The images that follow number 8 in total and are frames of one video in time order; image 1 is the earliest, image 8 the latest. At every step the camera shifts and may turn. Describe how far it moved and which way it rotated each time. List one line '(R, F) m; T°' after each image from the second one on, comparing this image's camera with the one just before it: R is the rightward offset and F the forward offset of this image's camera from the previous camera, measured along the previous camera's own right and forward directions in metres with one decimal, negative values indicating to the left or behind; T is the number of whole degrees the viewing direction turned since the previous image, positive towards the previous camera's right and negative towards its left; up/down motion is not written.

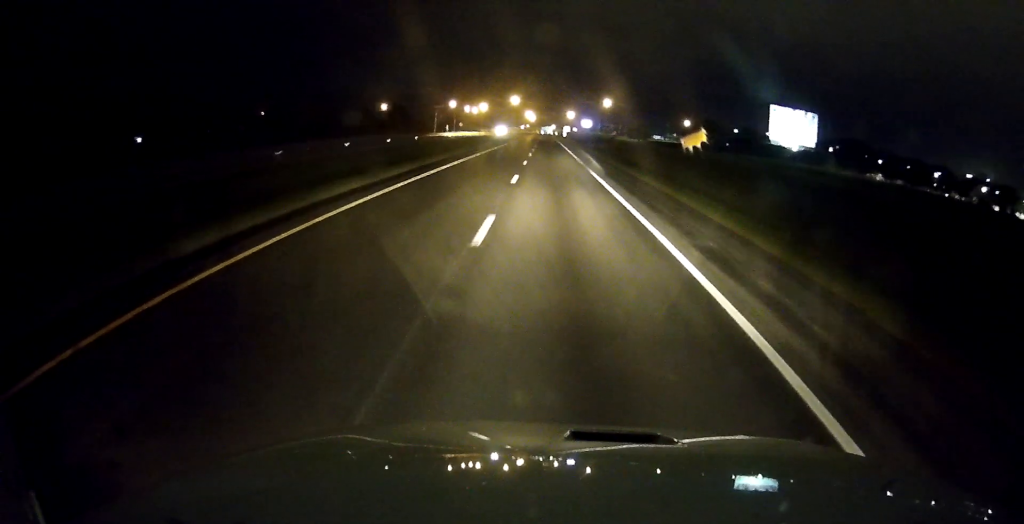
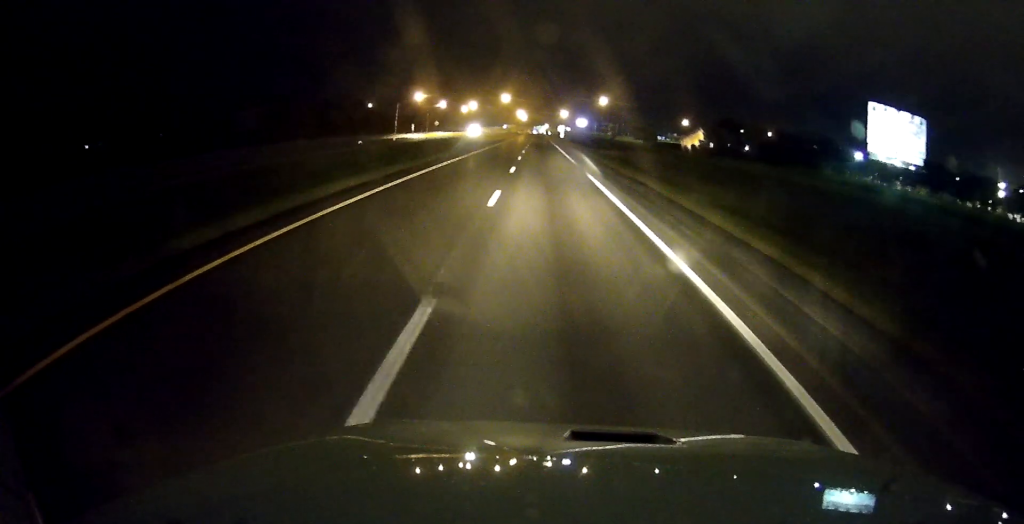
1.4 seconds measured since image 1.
(+0.1, +43.3) m; 0°
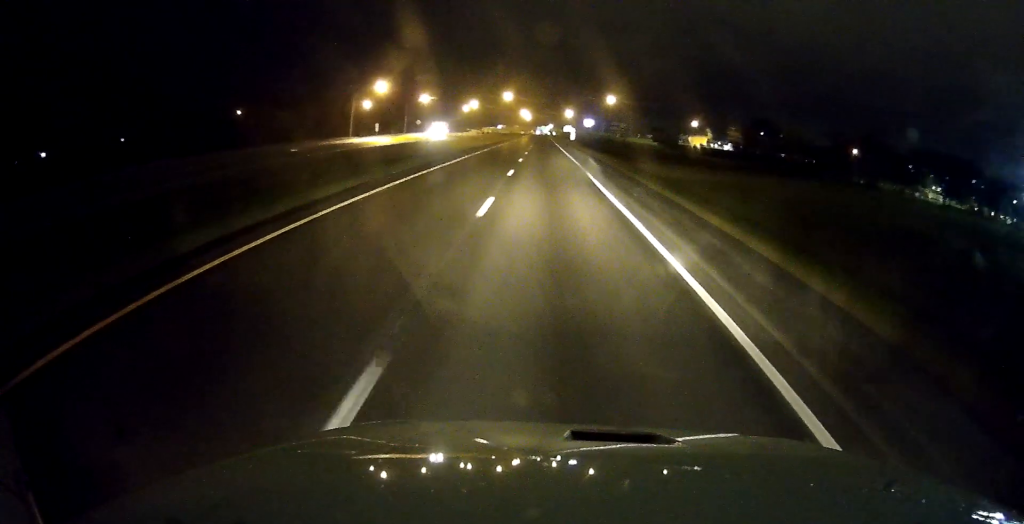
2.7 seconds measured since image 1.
(+0.1, +38.3) m; 0°
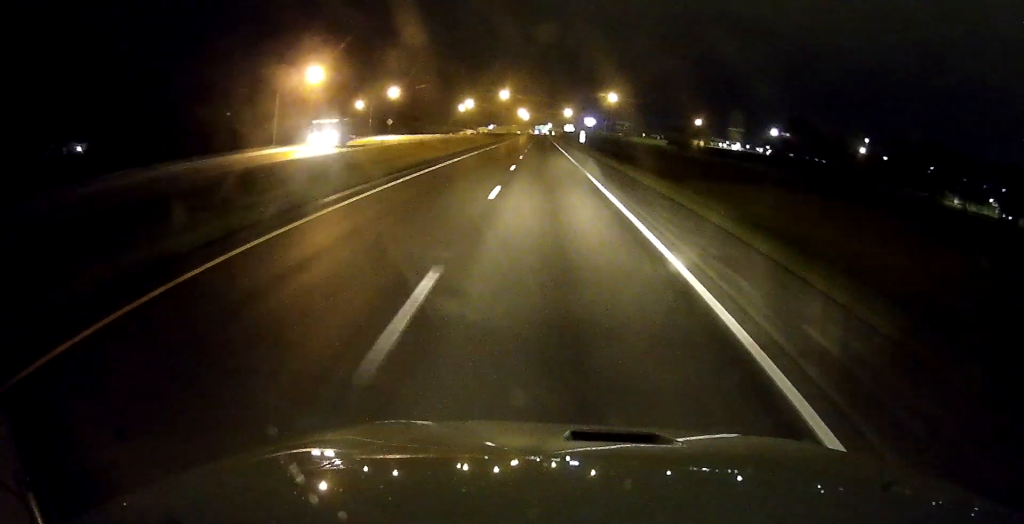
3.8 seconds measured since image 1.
(0.0, +33.3) m; 0°
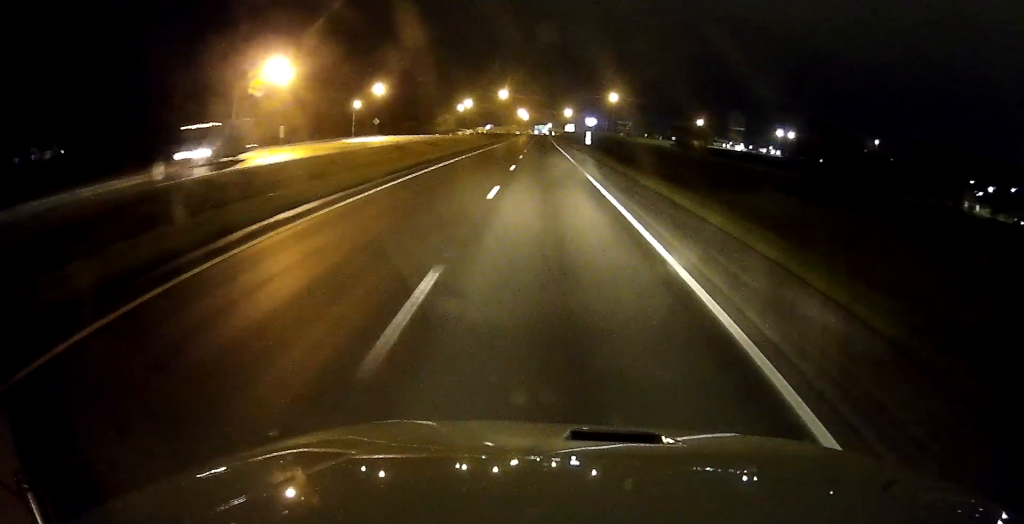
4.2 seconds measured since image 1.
(+0.1, +12.1) m; 0°
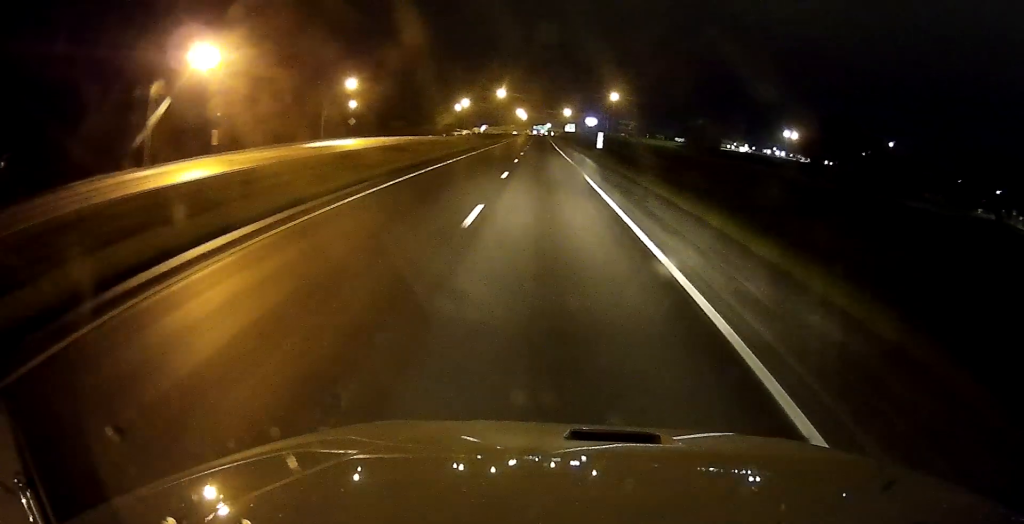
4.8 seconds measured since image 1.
(-0.1, +17.1) m; 0°
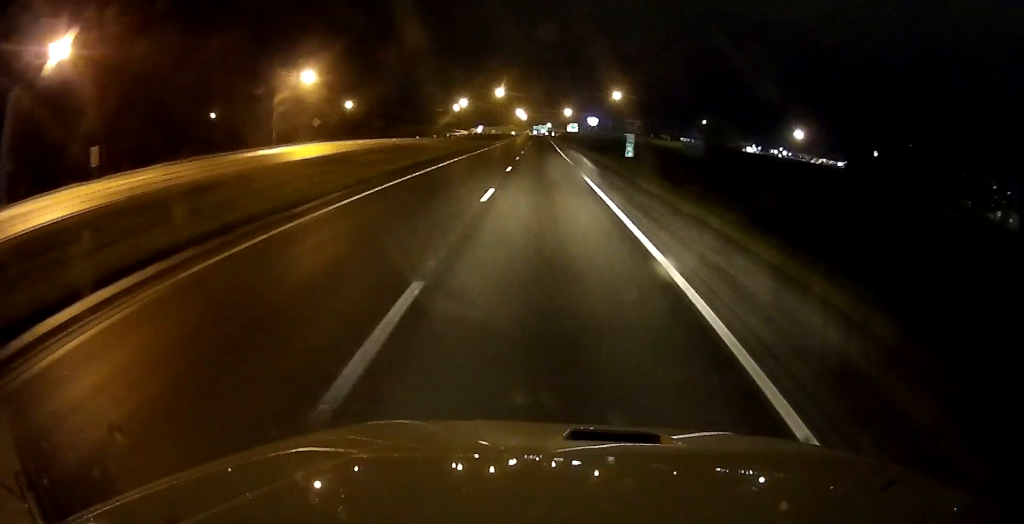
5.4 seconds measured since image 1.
(-0.1, +20.2) m; 0°
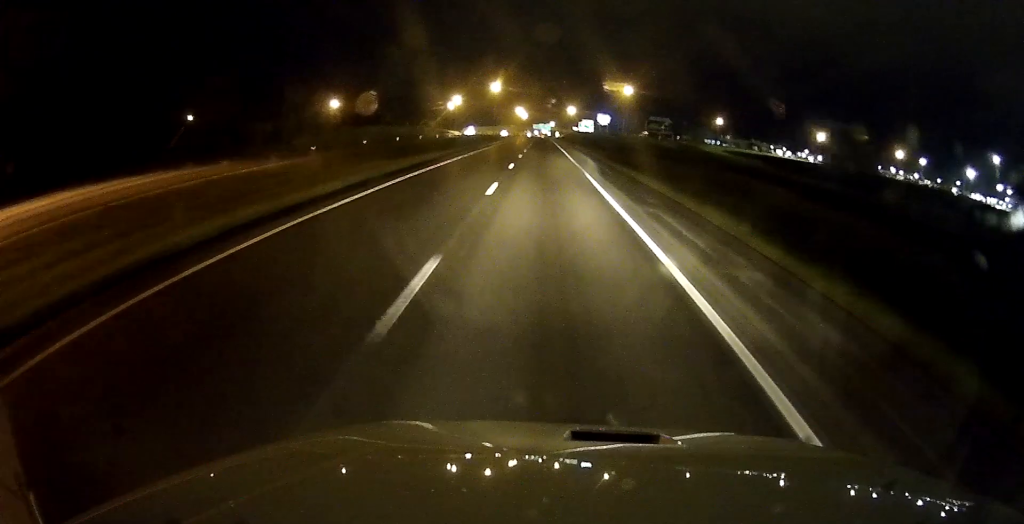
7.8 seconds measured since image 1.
(+0.3, +71.6) m; 0°
